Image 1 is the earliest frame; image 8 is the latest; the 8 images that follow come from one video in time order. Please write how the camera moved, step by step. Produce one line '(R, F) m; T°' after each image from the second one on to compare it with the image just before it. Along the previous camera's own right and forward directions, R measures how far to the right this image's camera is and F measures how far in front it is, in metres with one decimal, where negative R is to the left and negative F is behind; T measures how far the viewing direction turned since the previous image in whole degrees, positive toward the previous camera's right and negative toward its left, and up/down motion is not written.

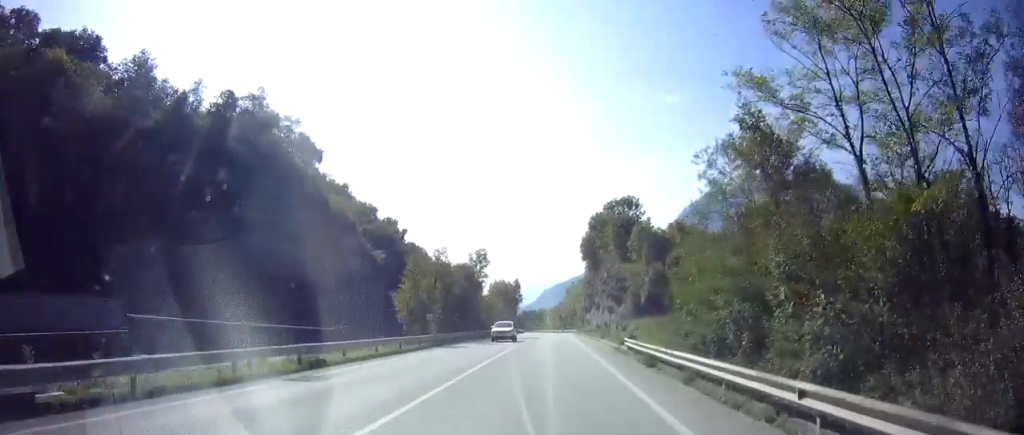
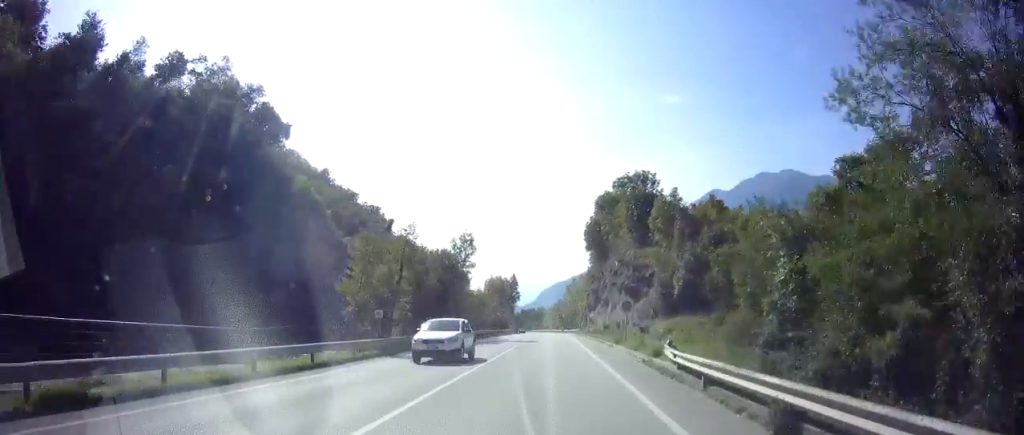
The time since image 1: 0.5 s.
(0.0, +10.1) m; 0°
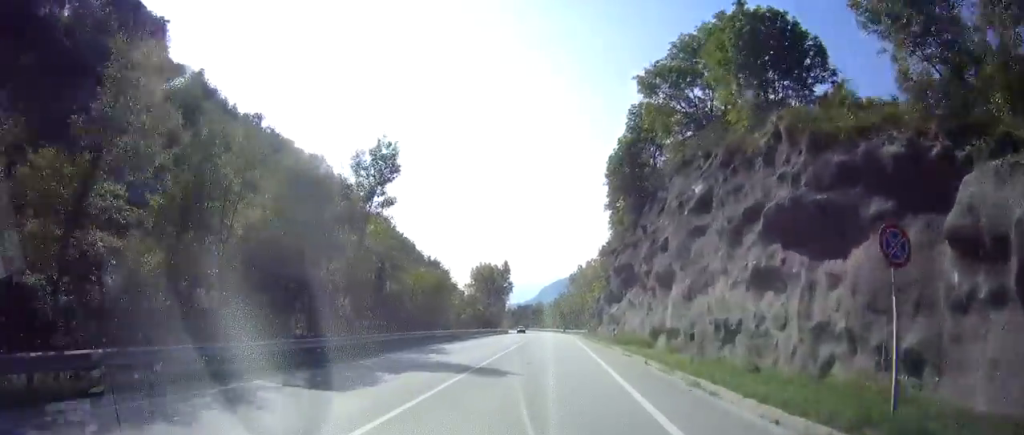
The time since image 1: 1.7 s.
(0.0, +26.0) m; 0°
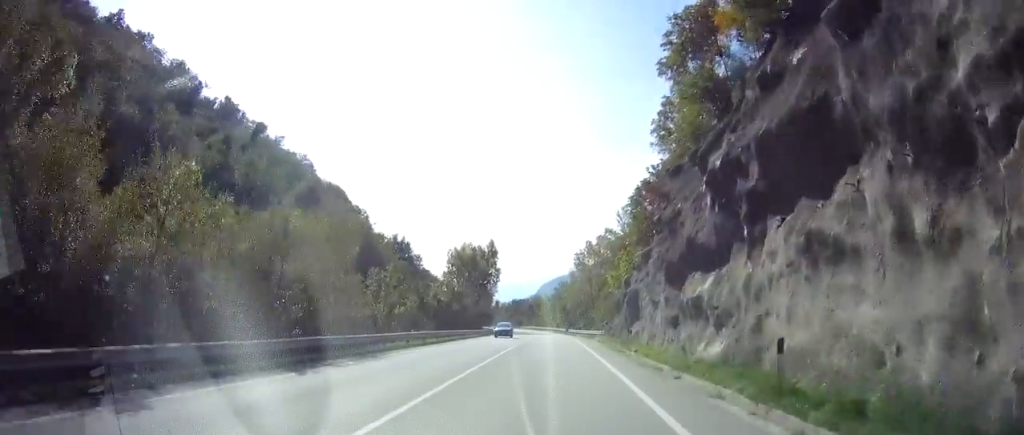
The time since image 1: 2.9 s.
(-0.1, +27.0) m; 0°
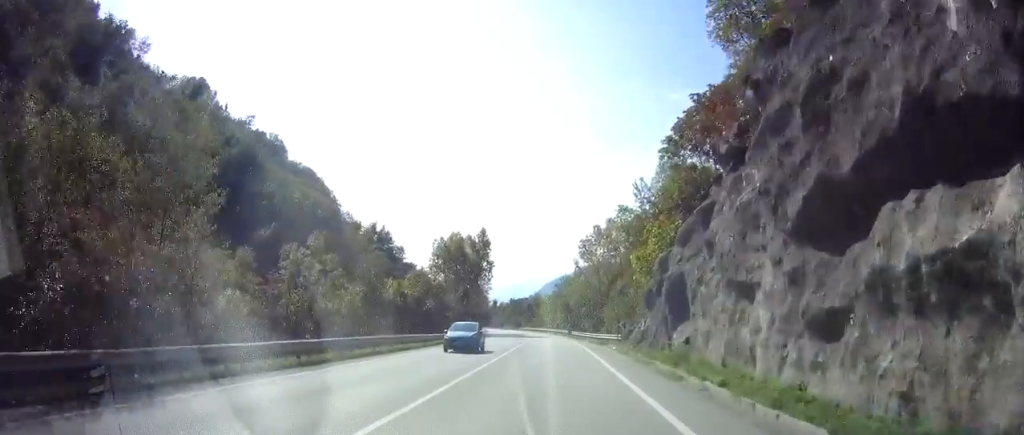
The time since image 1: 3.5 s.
(0.0, +12.4) m; 0°
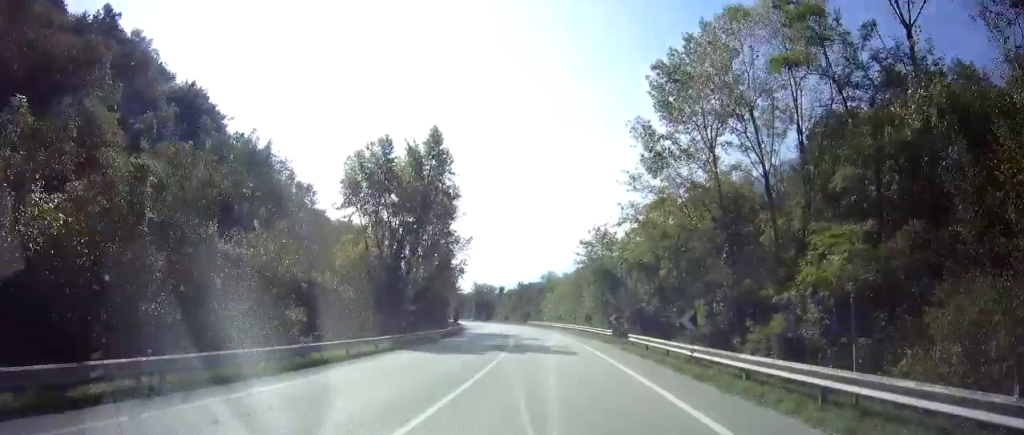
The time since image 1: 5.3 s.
(-0.9, +41.1) m; -3°
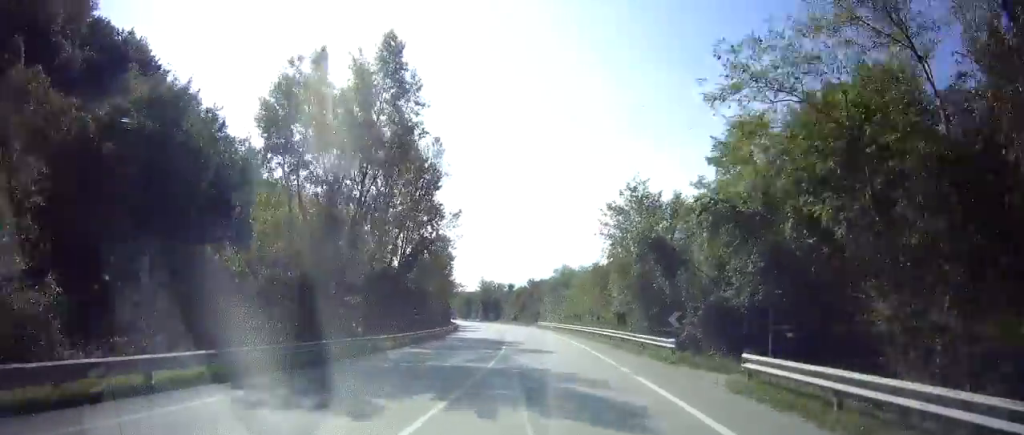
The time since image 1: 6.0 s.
(-0.2, +15.5) m; -2°
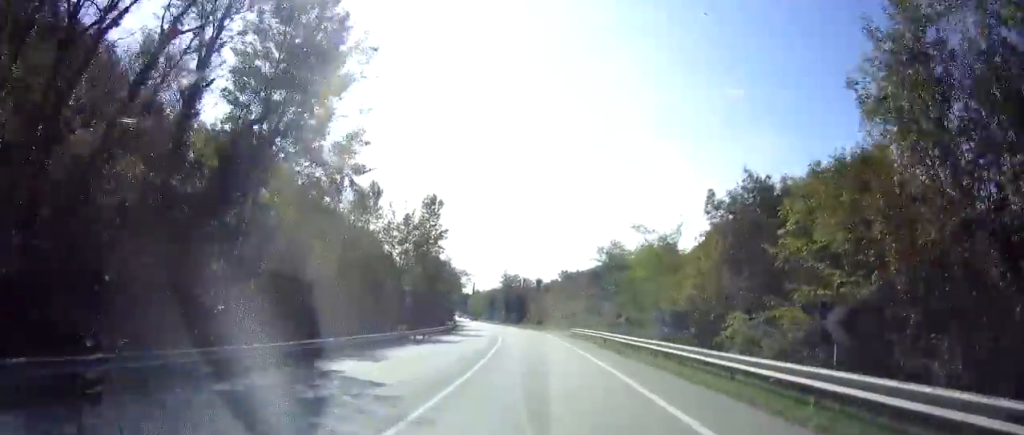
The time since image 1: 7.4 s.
(-0.7, +29.7) m; -4°
